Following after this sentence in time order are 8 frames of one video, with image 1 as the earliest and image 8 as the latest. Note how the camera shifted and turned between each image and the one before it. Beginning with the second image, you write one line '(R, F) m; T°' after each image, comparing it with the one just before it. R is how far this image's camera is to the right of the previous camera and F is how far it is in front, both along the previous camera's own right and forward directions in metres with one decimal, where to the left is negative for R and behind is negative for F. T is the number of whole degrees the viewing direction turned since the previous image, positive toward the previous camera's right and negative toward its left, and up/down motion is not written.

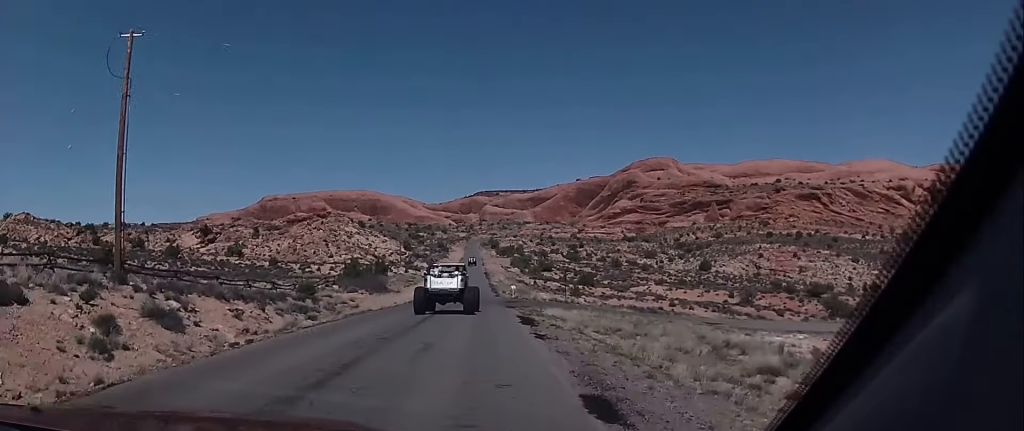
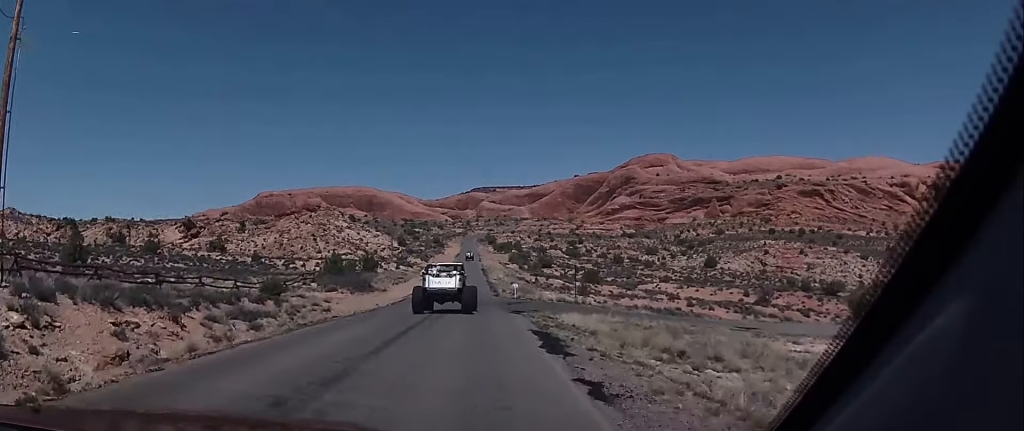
(0.0, +8.2) m; 0°
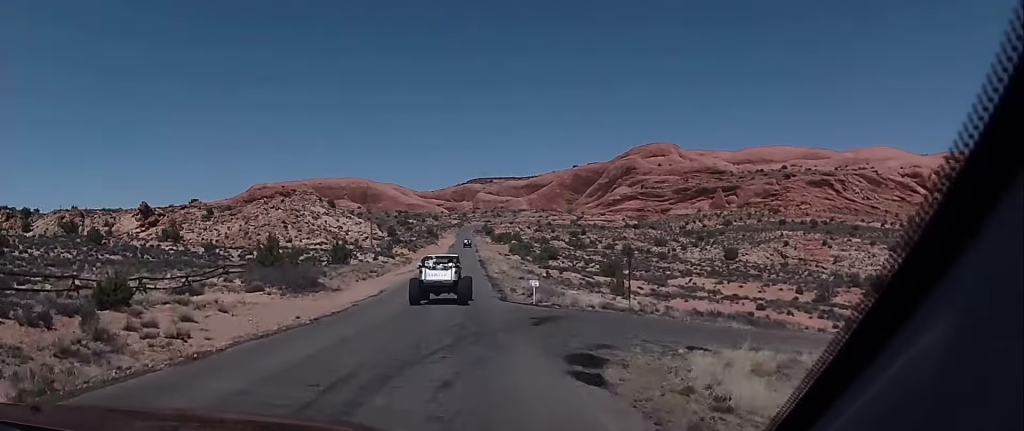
(0.0, +20.0) m; 0°
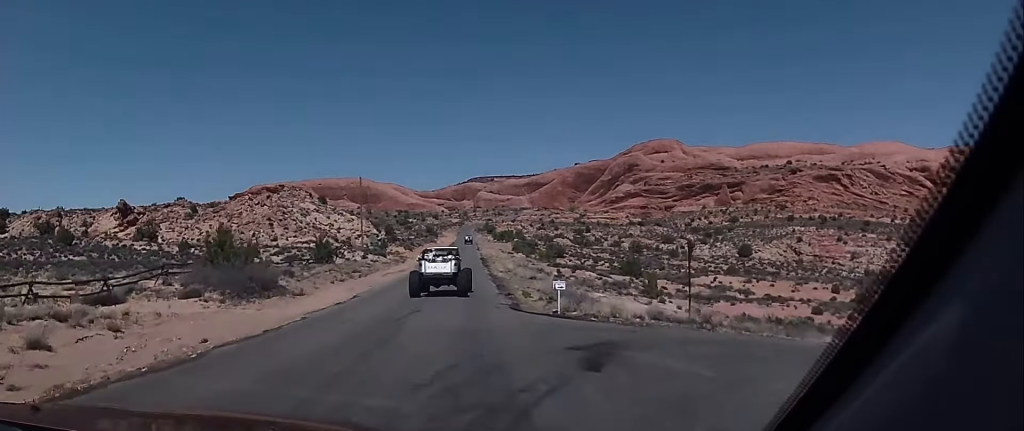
(0.0, +9.6) m; 0°
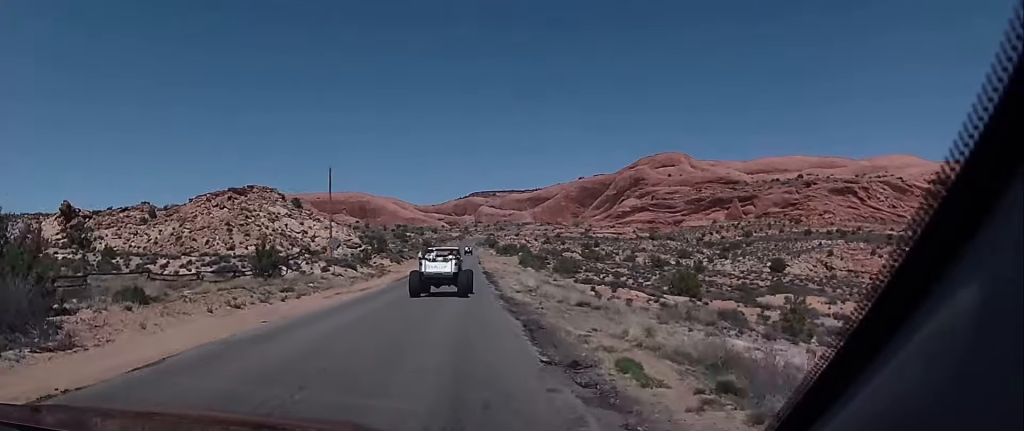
(+0.1, +20.2) m; -1°
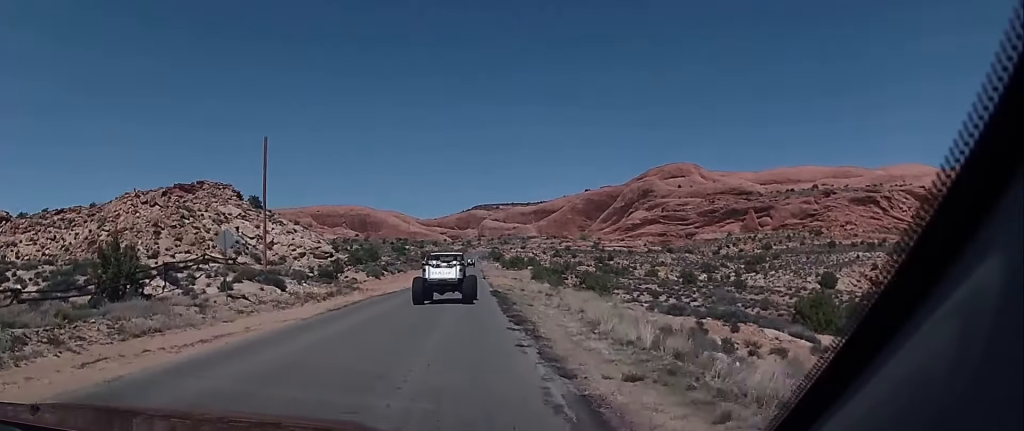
(-0.3, +23.7) m; 0°
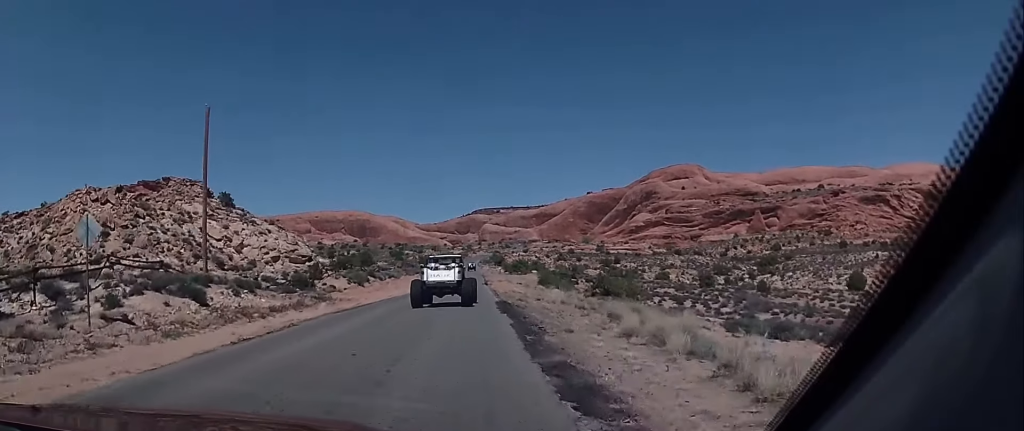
(+0.2, +11.1) m; +1°
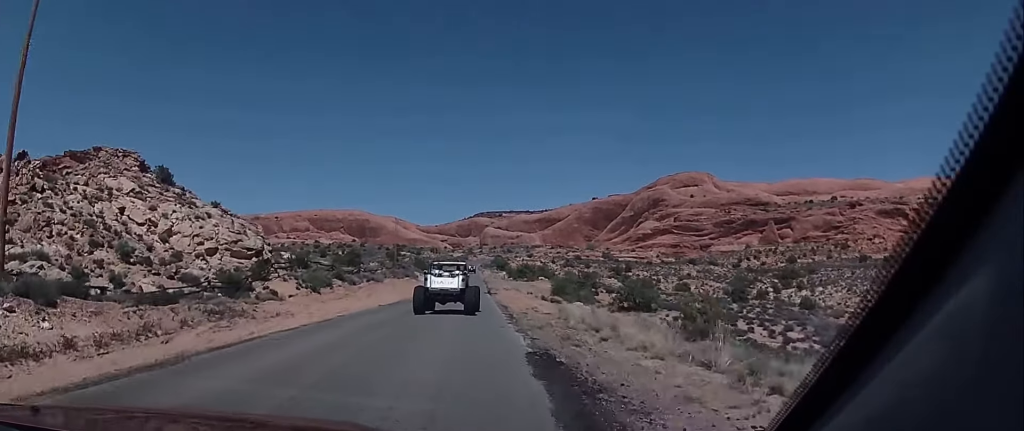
(0.0, +18.4) m; -1°
